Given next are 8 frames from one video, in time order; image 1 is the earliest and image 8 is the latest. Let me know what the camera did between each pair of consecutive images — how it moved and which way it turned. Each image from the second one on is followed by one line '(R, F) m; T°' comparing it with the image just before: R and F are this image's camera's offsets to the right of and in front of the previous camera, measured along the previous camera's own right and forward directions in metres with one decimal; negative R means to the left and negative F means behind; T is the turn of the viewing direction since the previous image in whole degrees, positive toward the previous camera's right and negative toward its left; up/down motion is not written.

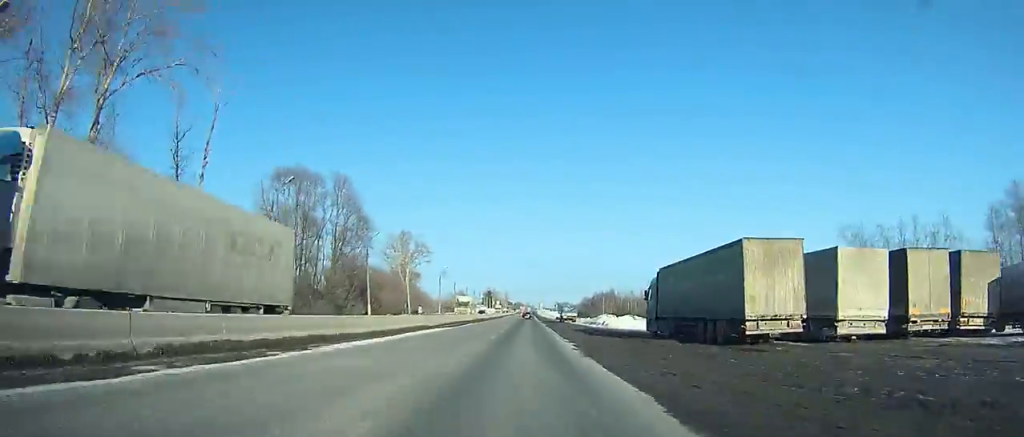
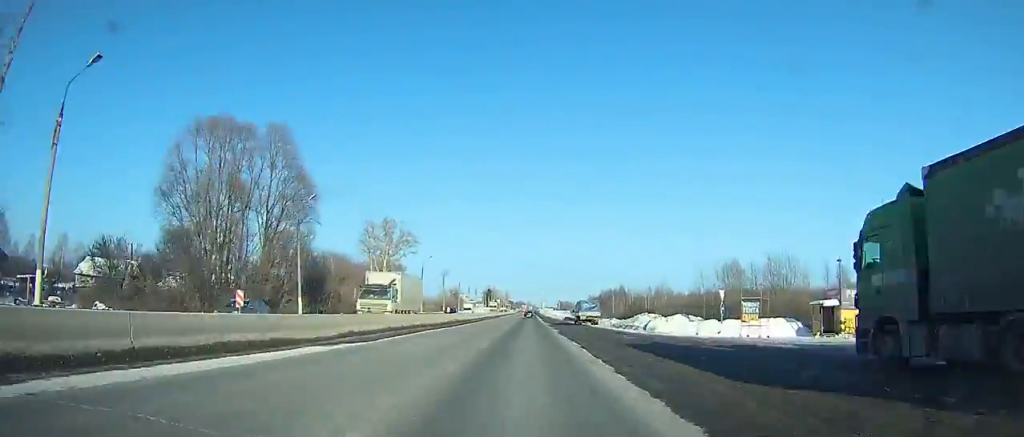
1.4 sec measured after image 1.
(0.0, +24.7) m; 0°
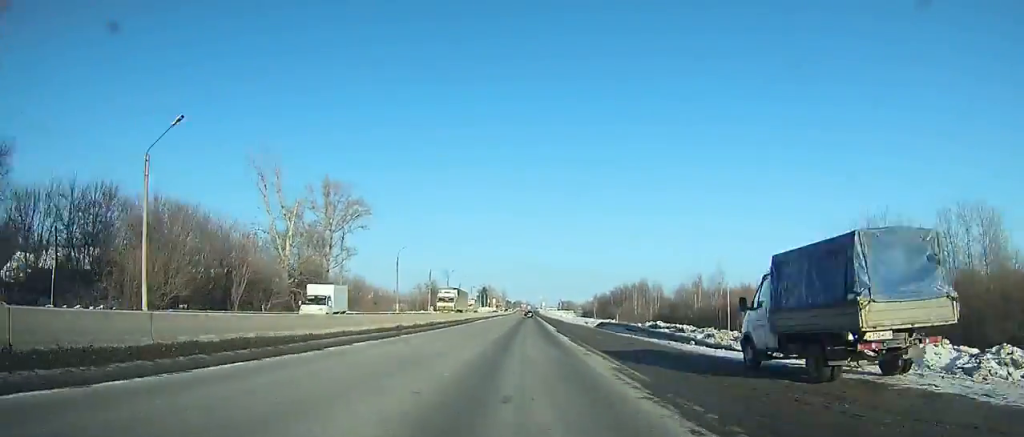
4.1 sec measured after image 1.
(0.0, +49.0) m; 0°
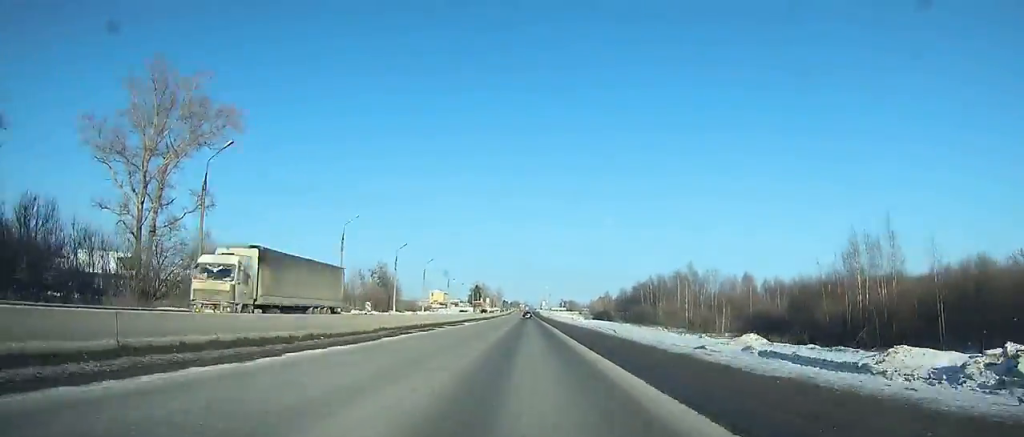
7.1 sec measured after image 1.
(0.0, +59.4) m; 0°
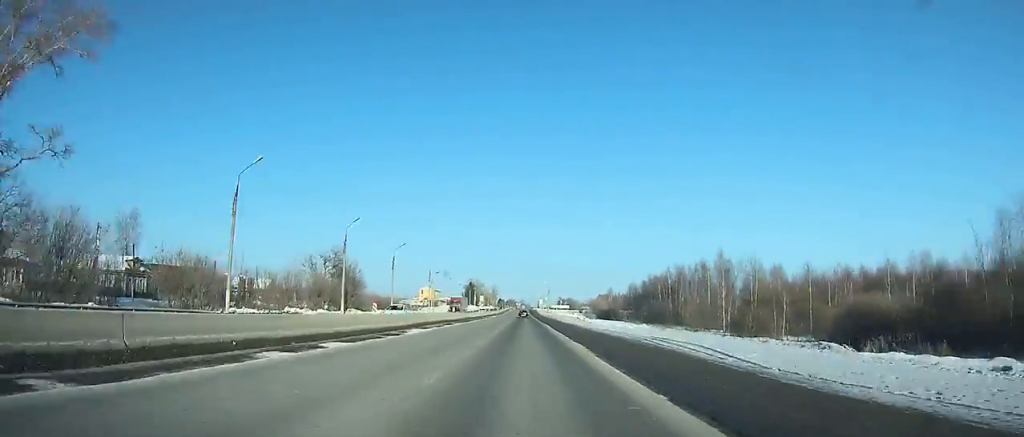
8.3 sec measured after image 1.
(+0.1, +24.6) m; 0°
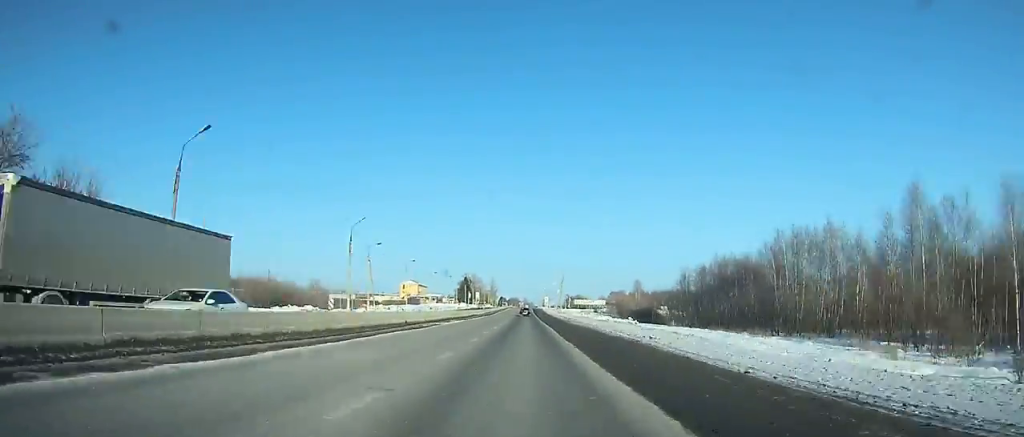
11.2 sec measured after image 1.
(0.0, +60.1) m; 0°
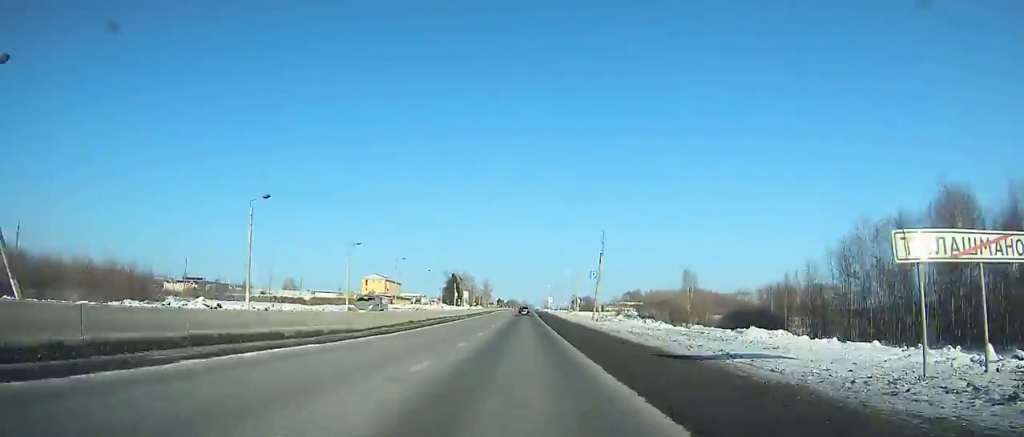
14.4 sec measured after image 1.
(-0.2, +66.7) m; 0°
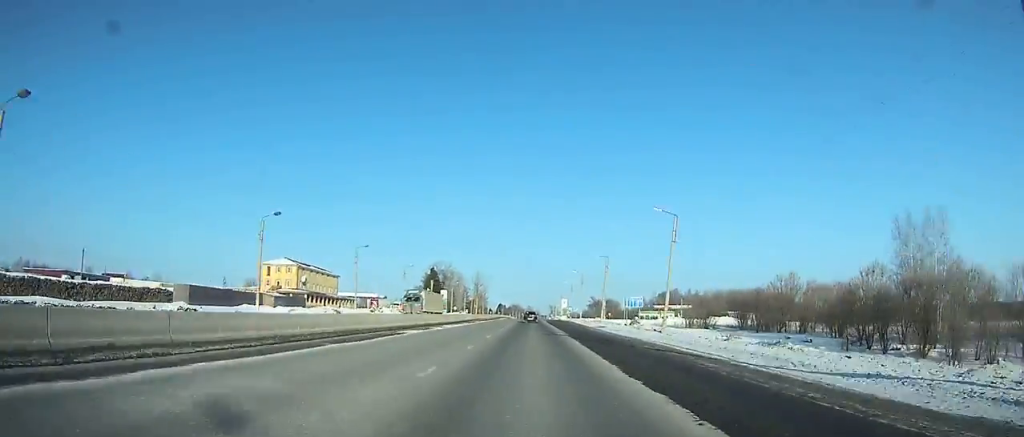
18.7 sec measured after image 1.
(-0.2, +89.0) m; 0°
